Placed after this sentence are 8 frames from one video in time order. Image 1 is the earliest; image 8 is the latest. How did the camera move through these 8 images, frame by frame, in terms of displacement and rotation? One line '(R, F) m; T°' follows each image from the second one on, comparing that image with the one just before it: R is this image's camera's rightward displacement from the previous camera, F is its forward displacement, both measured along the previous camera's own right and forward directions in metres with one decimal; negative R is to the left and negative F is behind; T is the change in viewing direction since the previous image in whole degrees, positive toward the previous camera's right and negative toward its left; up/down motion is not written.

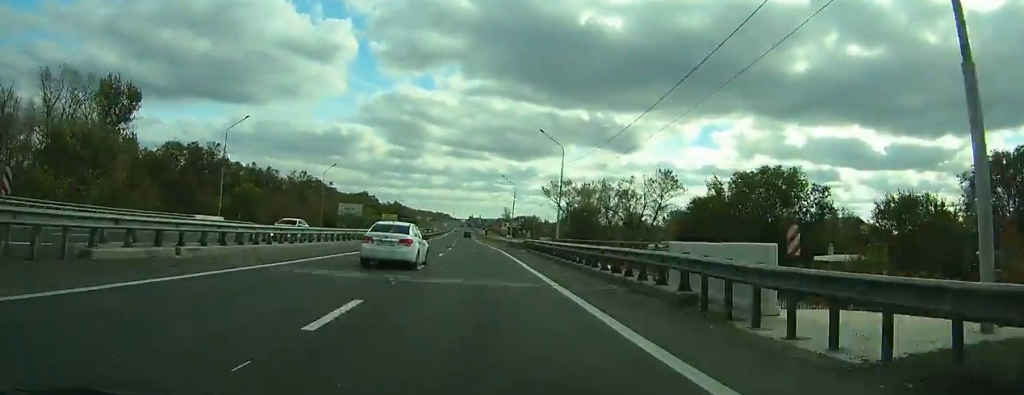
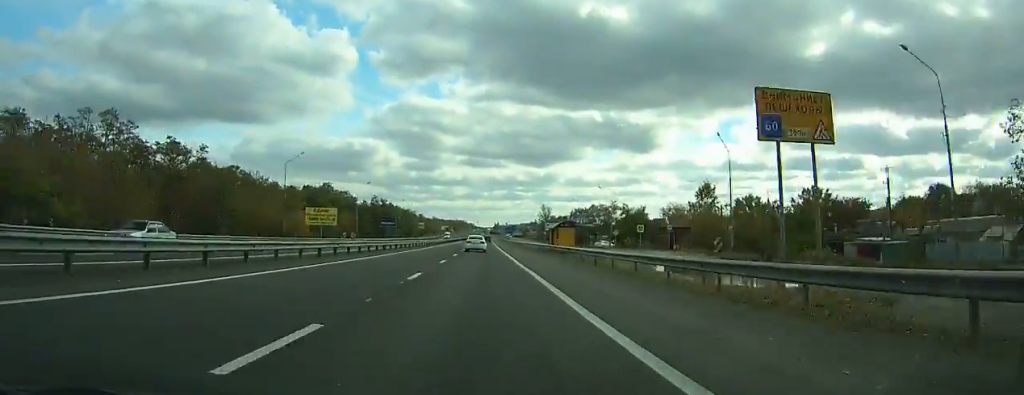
(-8.0, +136.0) m; -5°
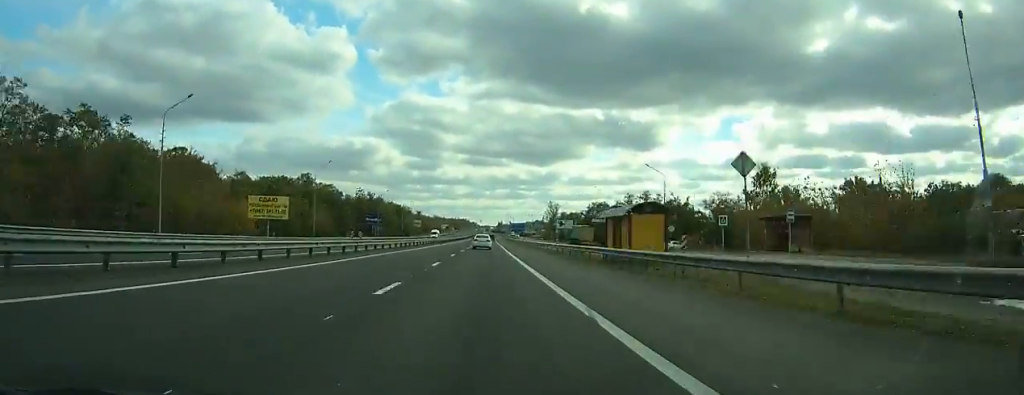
(-0.2, +29.2) m; 0°
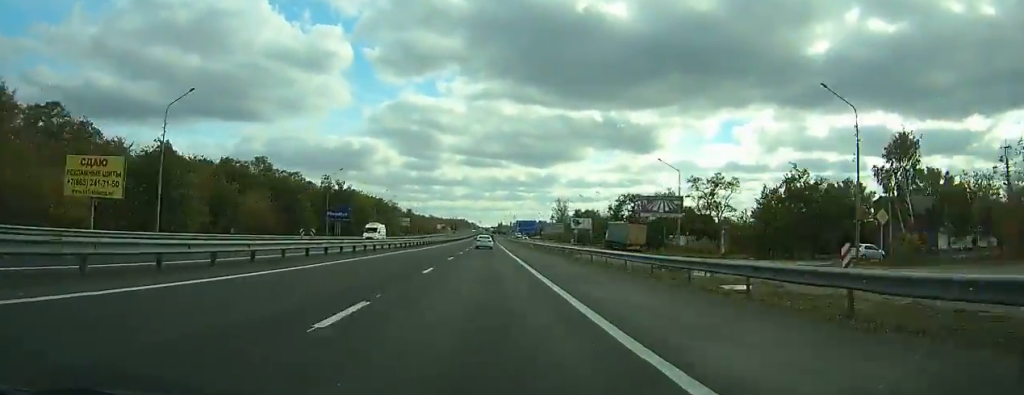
(+0.2, +40.1) m; 0°
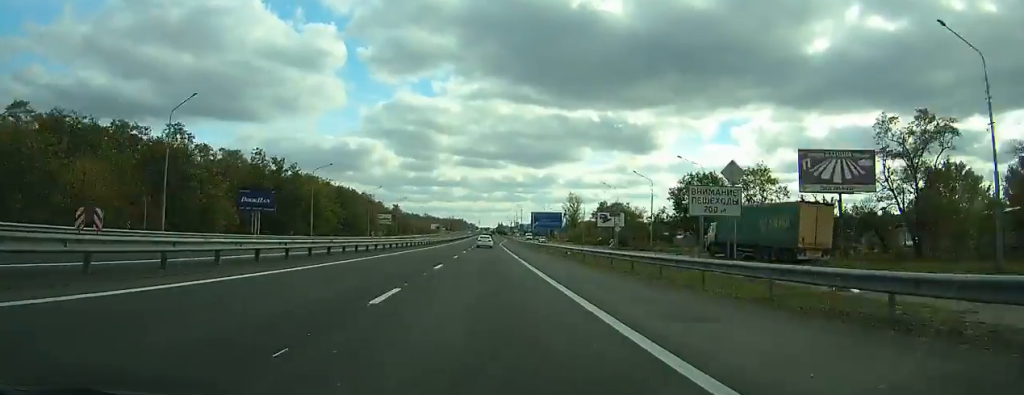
(+0.1, +44.3) m; 0°
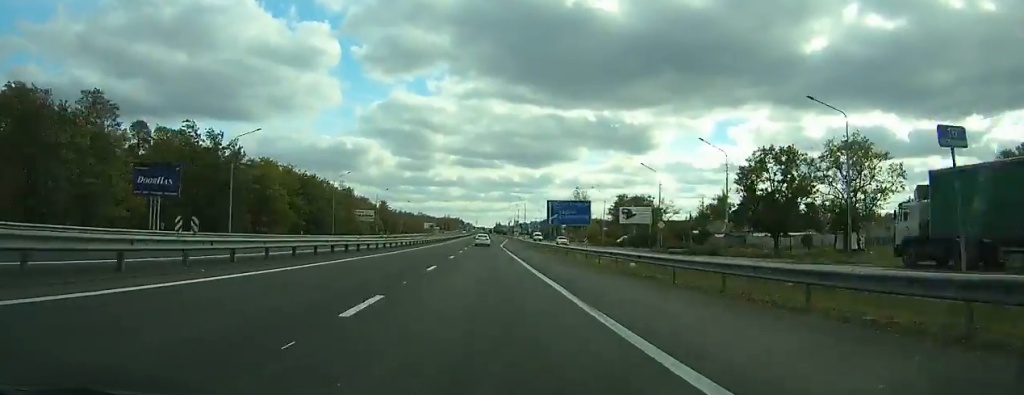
(+0.2, +26.4) m; 0°
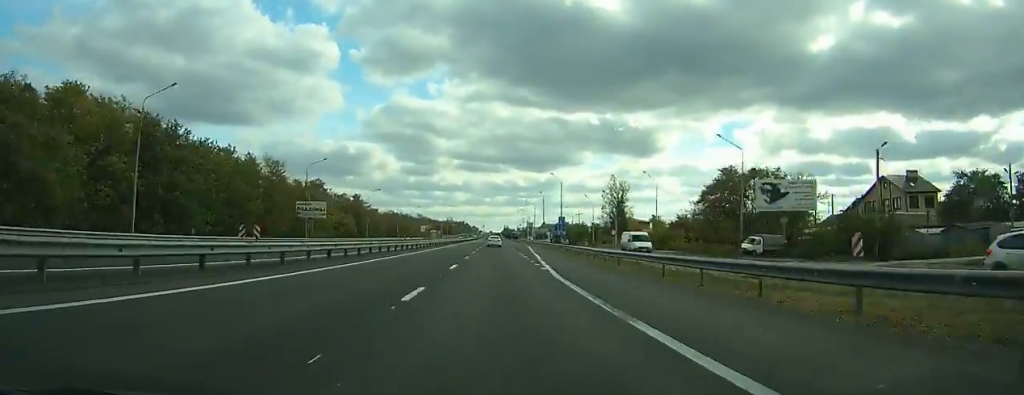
(0.0, +56.8) m; 0°
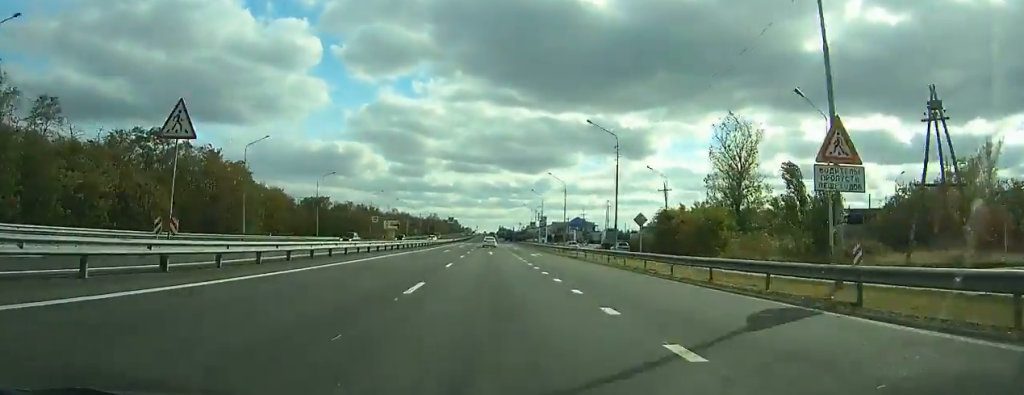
(+0.1, +94.7) m; 0°
